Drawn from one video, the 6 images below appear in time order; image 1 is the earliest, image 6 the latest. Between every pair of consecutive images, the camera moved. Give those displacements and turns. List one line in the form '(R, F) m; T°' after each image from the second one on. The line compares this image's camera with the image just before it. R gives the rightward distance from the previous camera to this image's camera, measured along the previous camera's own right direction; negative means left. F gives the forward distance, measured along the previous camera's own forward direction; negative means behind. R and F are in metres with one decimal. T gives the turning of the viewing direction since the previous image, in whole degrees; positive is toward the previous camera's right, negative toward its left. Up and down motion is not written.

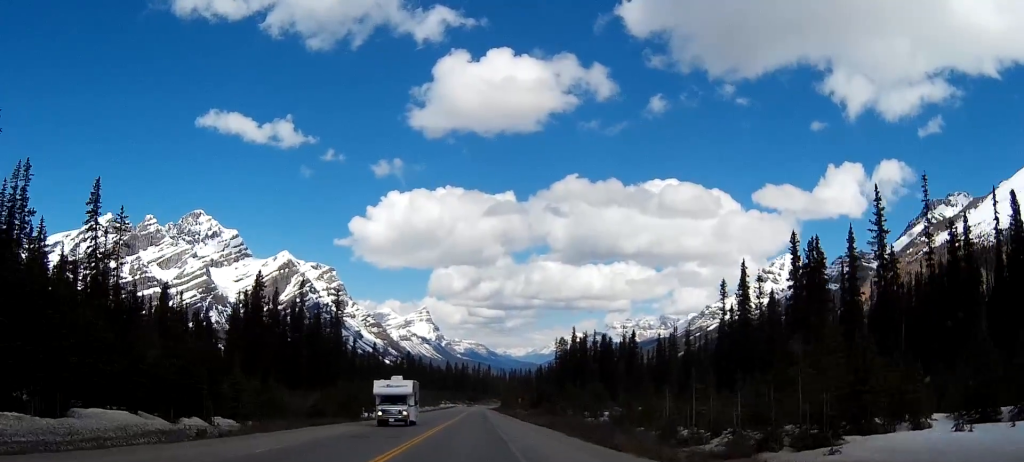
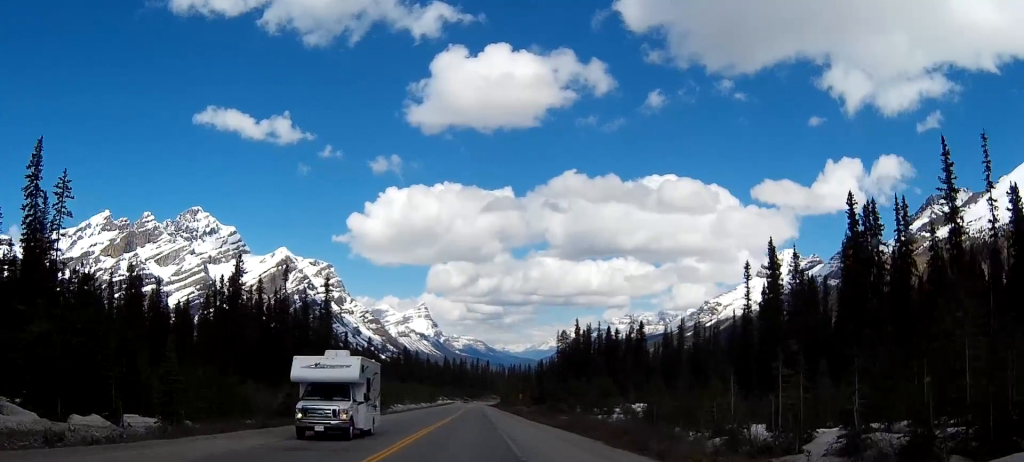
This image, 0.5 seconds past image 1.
(0.0, +11.7) m; 0°
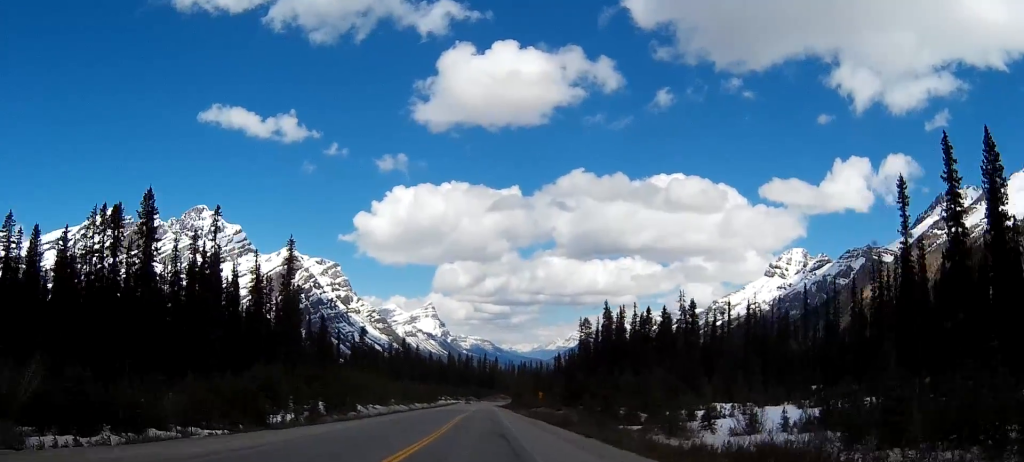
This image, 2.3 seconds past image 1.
(+0.1, +42.1) m; 0°
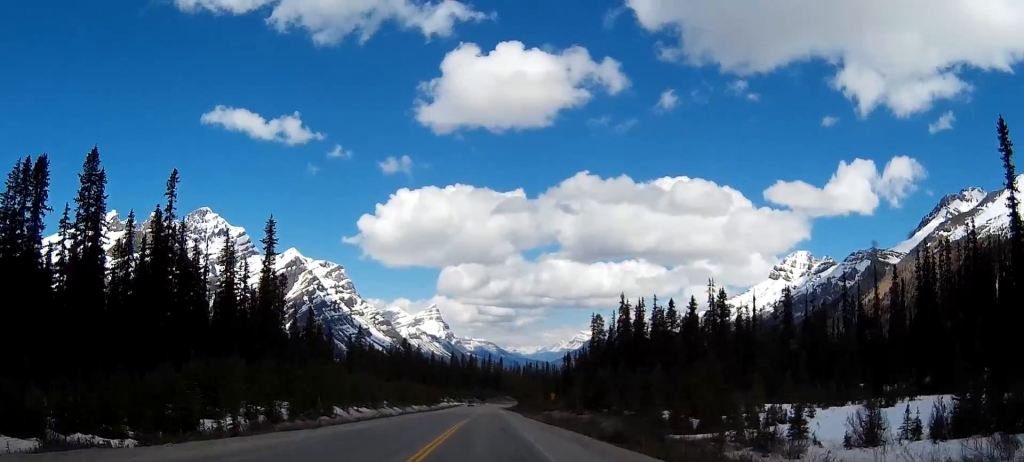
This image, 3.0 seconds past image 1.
(-0.1, +16.9) m; 0°
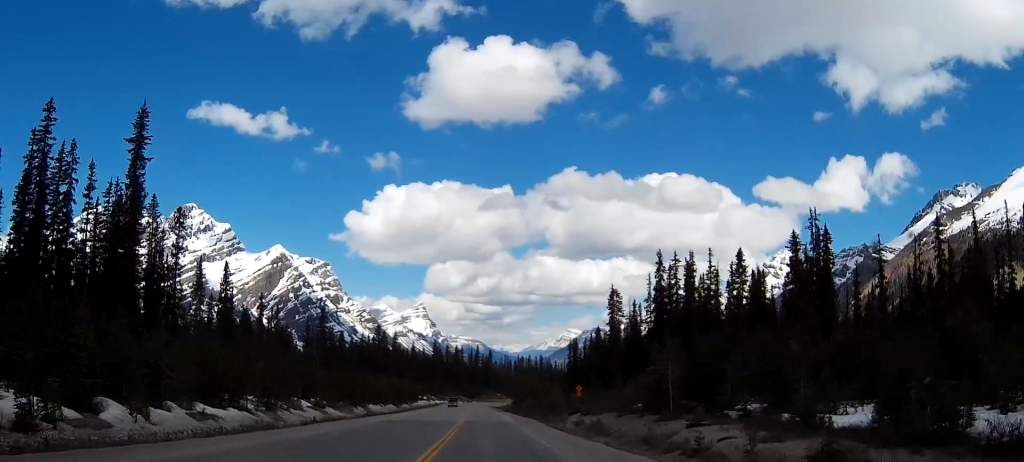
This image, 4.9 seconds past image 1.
(+0.4, +48.3) m; +1°
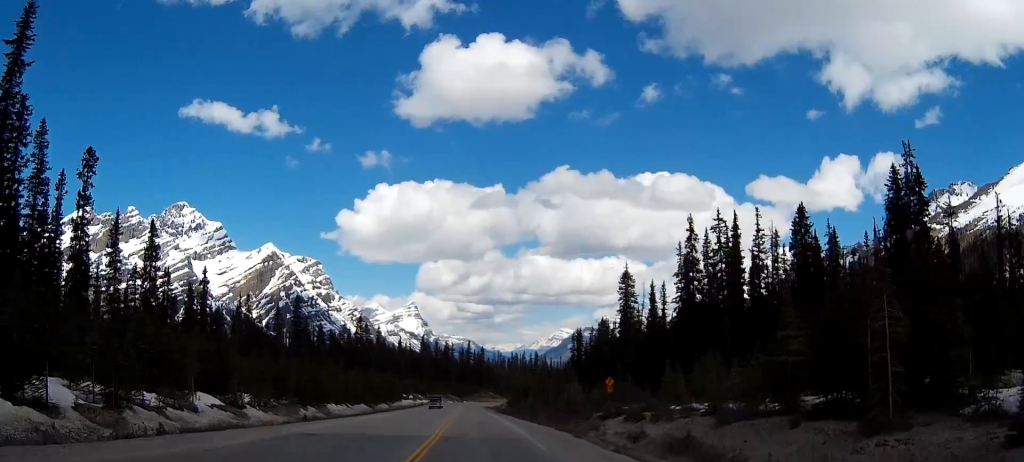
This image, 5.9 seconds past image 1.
(+0.1, +24.8) m; 0°
